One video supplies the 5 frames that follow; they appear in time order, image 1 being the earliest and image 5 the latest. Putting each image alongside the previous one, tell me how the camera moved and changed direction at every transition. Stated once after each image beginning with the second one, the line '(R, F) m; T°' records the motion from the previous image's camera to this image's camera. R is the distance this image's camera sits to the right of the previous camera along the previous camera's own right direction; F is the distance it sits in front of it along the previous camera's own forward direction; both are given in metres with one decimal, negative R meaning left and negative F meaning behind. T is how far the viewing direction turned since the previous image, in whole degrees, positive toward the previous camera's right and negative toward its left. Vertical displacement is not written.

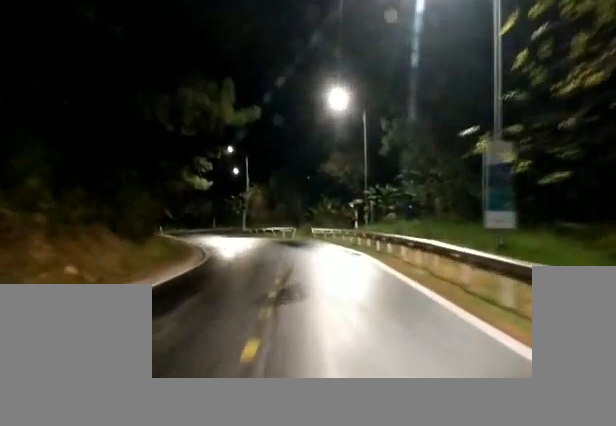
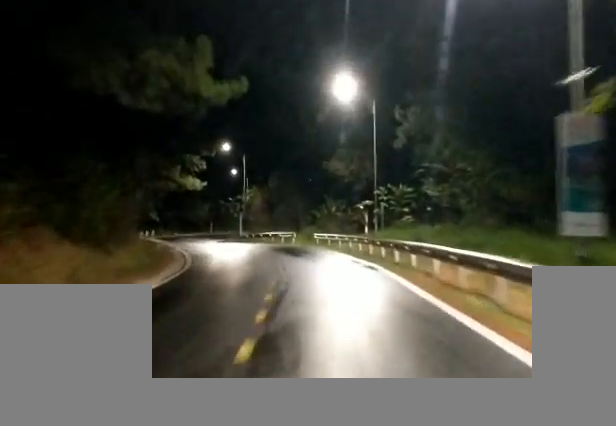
(0.0, +4.9) m; +1°
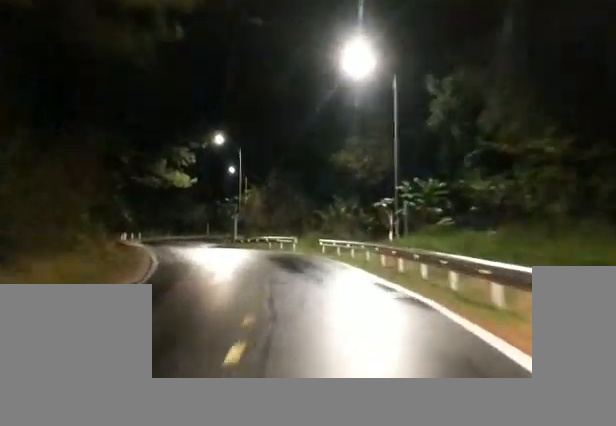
(+0.1, +7.9) m; +1°
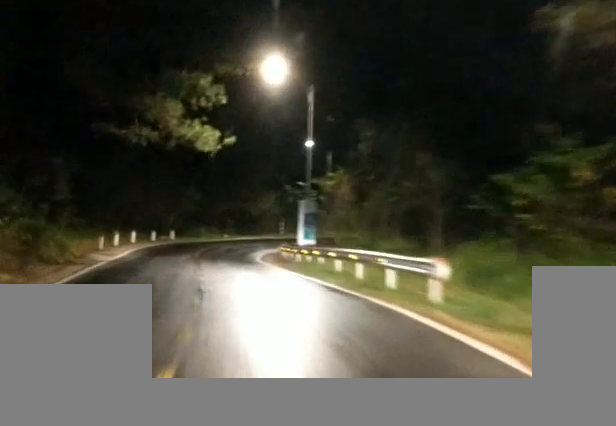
(-1.2, +26.0) m; -9°
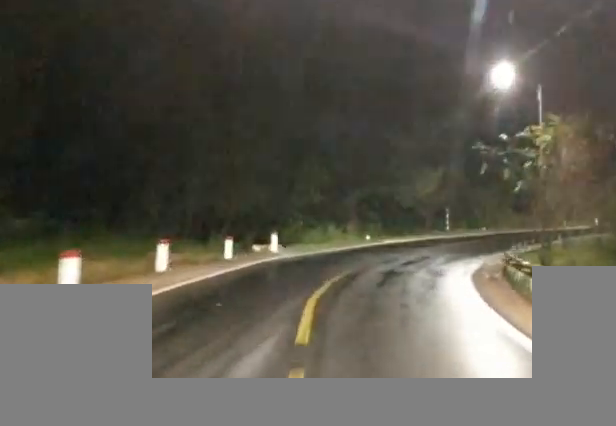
(-5.8, +26.7) m; -18°
